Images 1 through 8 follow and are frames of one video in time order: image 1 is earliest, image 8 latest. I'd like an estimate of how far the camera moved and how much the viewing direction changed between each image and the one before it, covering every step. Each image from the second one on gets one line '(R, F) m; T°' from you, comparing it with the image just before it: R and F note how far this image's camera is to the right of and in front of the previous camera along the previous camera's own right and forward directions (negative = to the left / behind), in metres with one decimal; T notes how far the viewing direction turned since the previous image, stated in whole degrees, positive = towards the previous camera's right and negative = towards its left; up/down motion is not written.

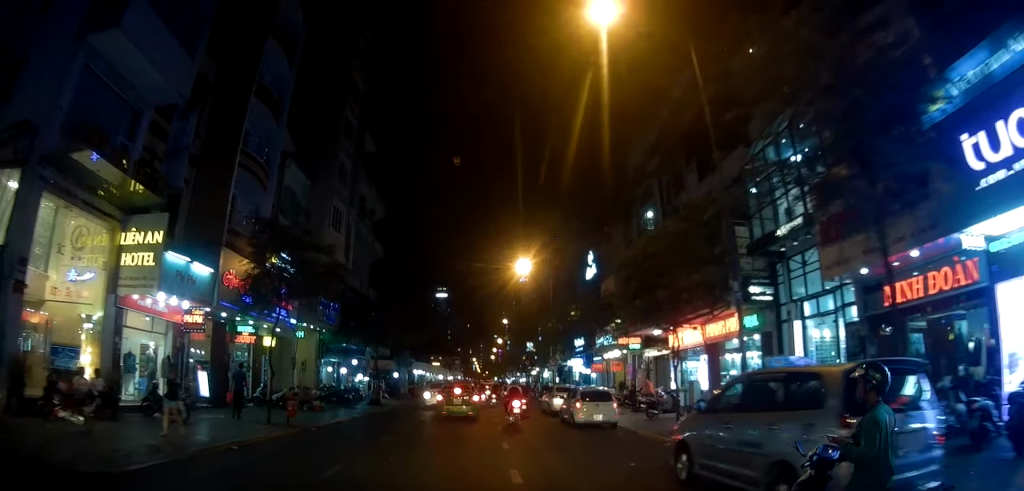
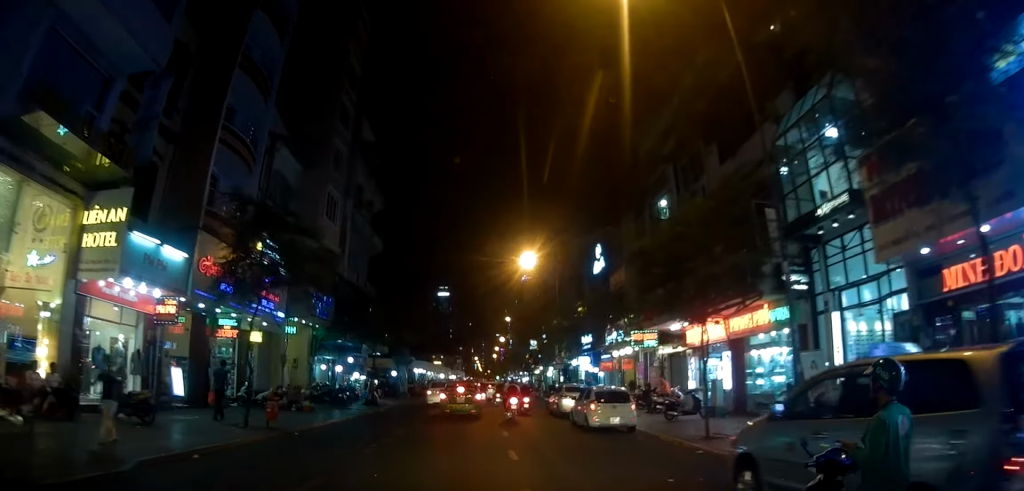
(+0.1, +1.8) m; +2°
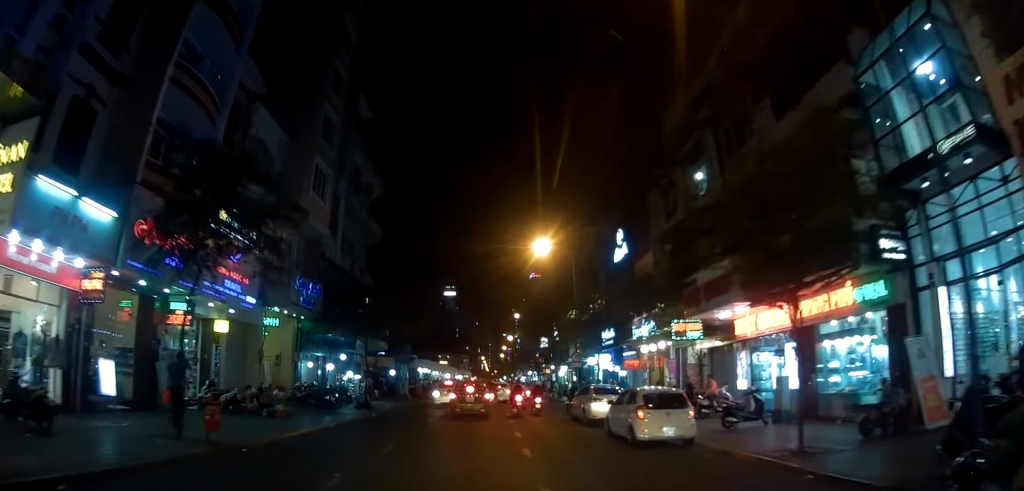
(0.0, +3.7) m; -2°
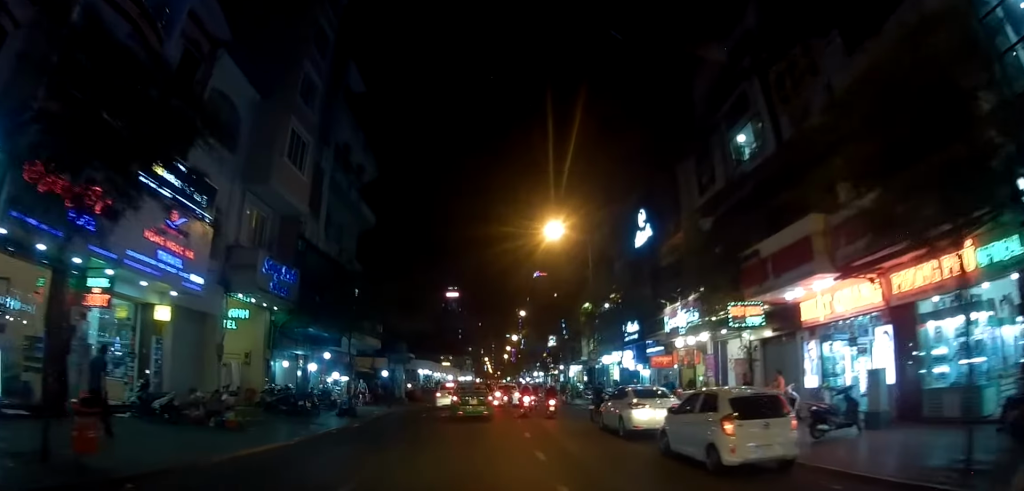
(-0.2, +4.0) m; -2°
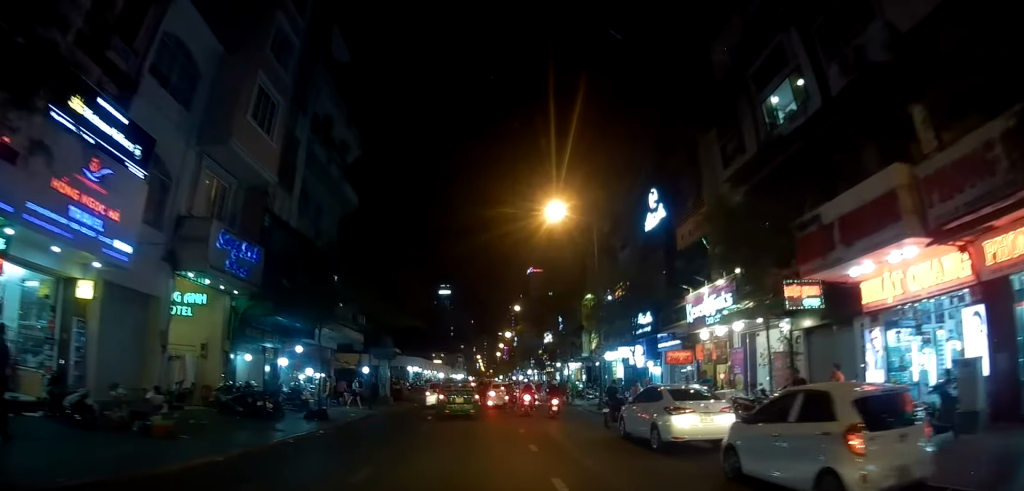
(+0.1, +3.4) m; -2°
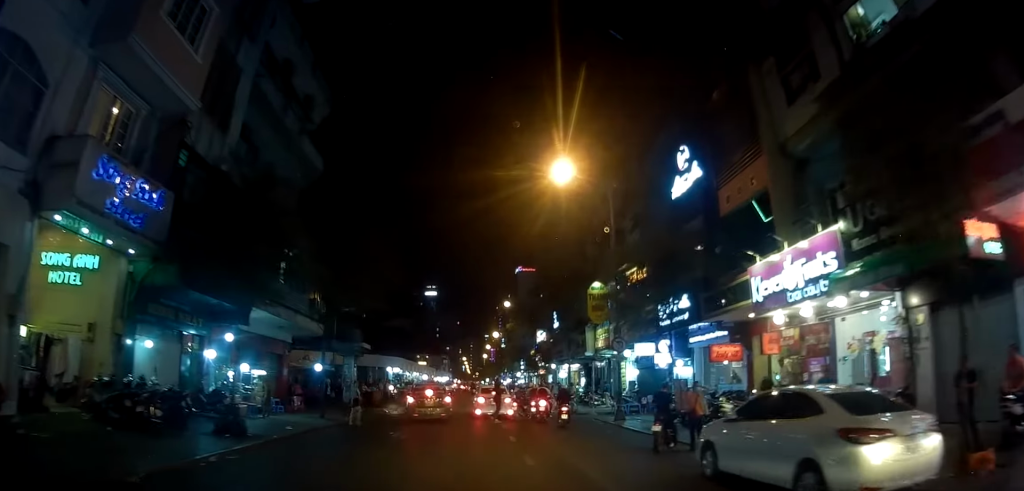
(-0.3, +5.9) m; +2°
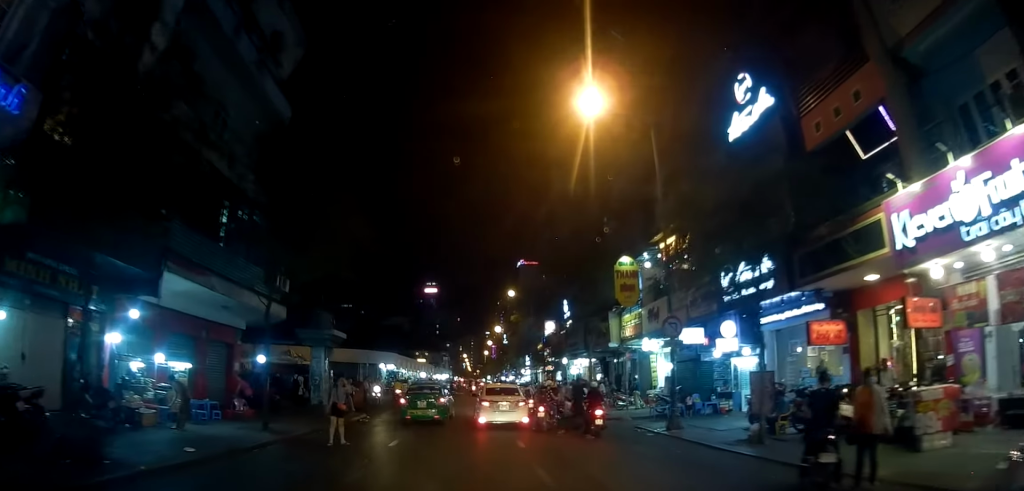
(+0.5, +5.8) m; +5°
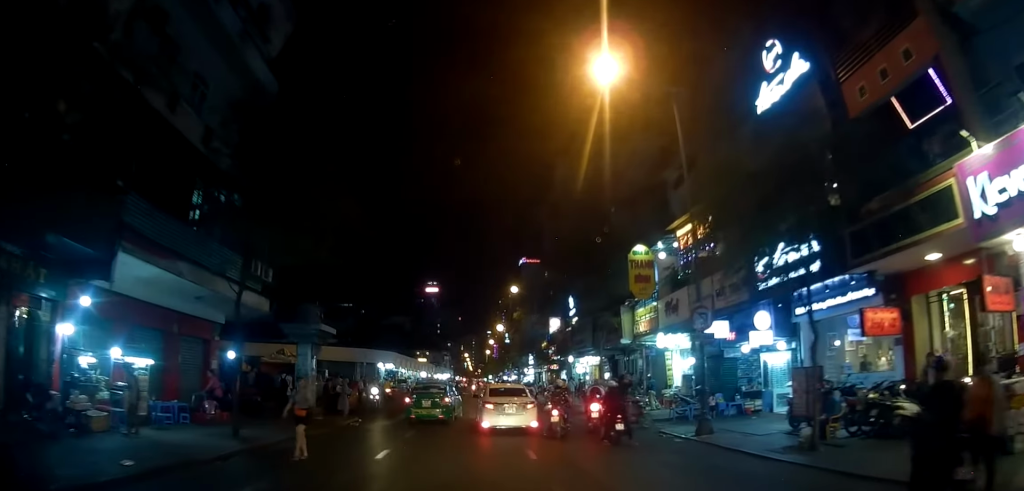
(0.0, +1.9) m; +2°
